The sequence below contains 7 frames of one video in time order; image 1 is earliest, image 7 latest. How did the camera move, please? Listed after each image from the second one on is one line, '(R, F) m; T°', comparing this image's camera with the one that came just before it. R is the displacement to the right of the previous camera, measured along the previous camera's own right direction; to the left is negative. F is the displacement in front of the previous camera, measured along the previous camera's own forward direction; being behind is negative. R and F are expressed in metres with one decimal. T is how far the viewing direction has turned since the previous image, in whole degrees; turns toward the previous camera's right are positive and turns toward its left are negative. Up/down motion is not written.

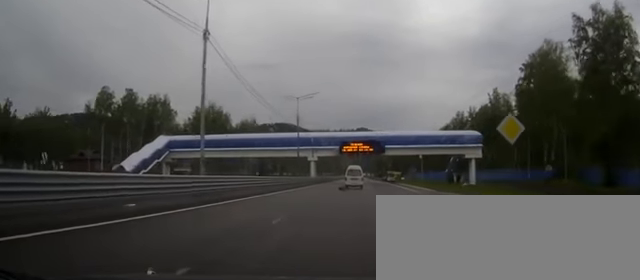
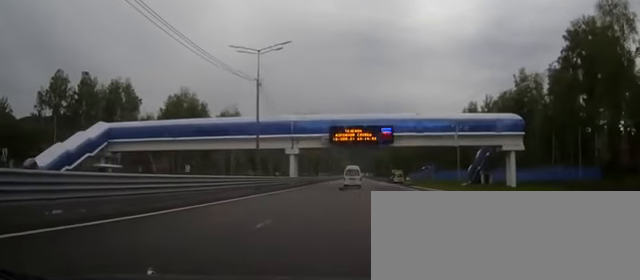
(0.0, +21.8) m; 0°
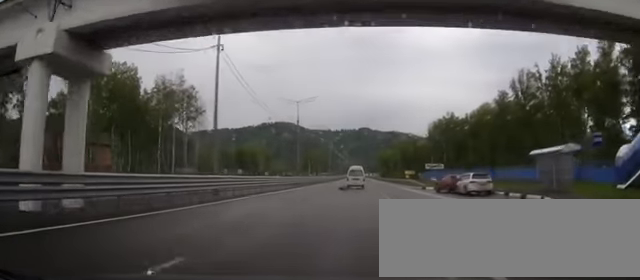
(-0.1, +52.2) m; 0°
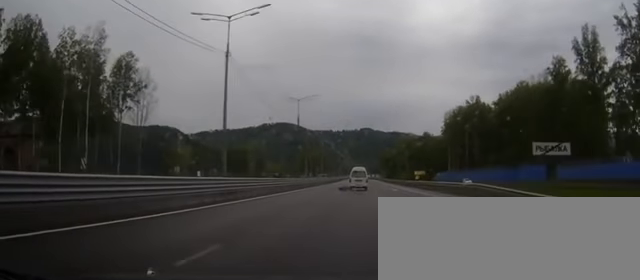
(-0.2, +41.2) m; 0°
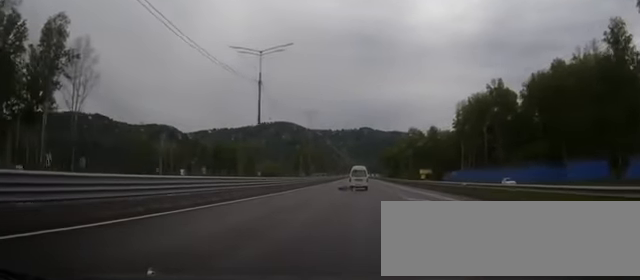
(0.0, +31.5) m; 0°
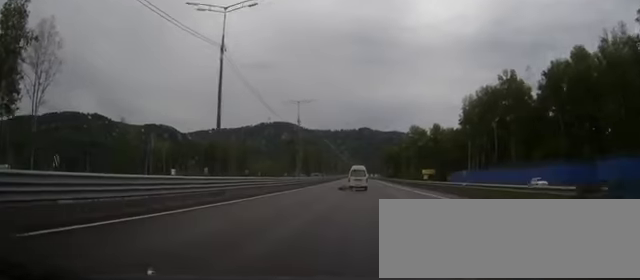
(0.0, +12.7) m; 0°
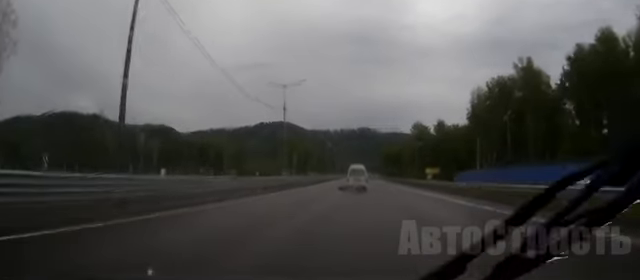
(0.0, +14.7) m; 0°
